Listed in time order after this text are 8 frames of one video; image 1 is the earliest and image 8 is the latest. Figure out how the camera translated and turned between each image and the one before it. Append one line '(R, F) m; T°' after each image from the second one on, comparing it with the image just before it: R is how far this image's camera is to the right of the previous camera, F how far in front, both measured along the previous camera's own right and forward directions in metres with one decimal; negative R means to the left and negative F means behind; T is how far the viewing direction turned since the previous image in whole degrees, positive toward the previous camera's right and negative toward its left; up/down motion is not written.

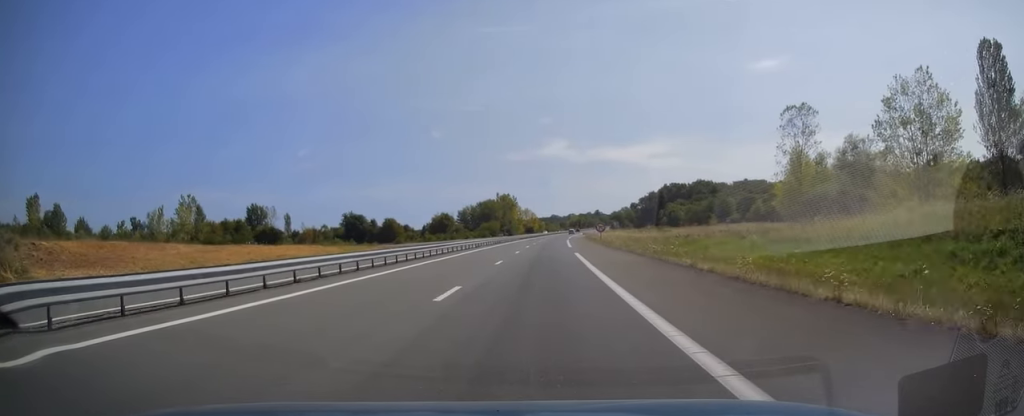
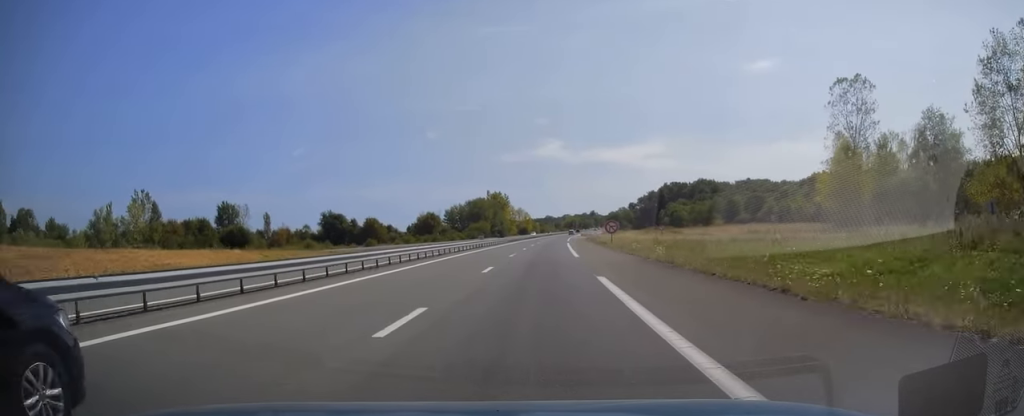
(-0.1, +17.2) m; +1°
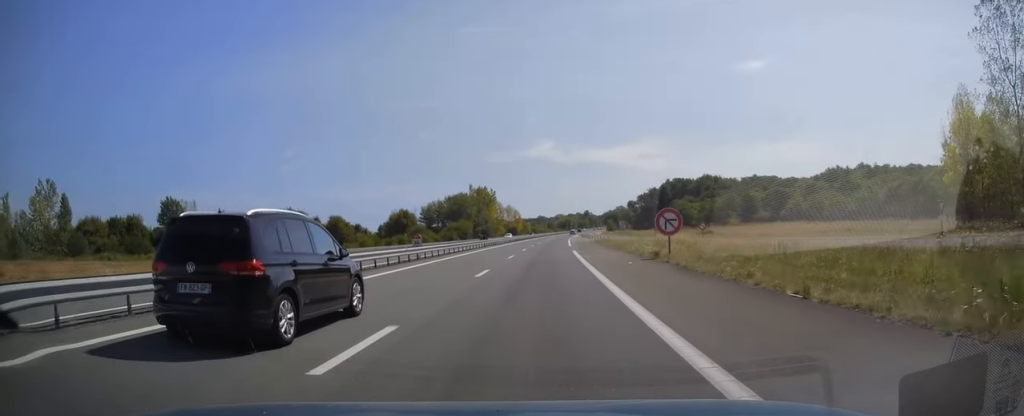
(+0.7, +28.4) m; +1°
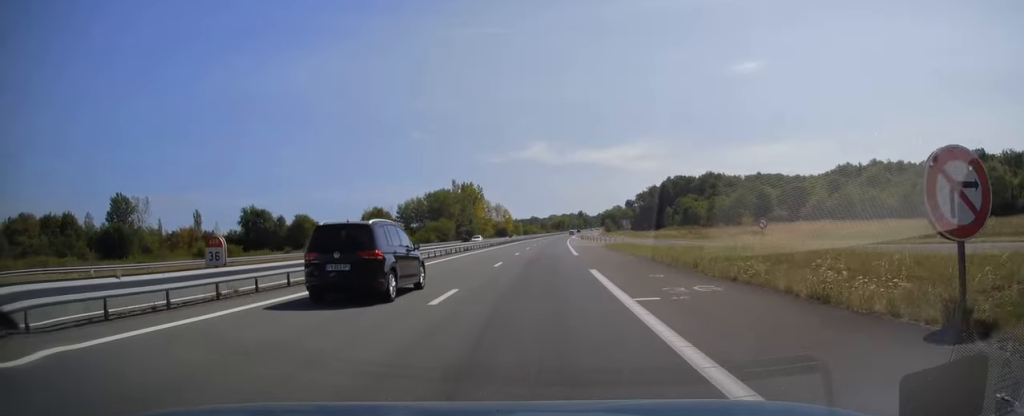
(-0.3, +20.5) m; 0°
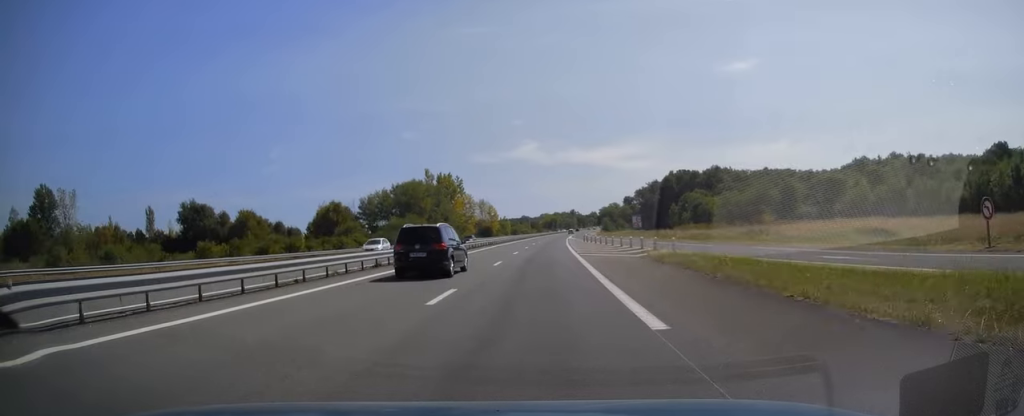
(+0.2, +26.4) m; +1°
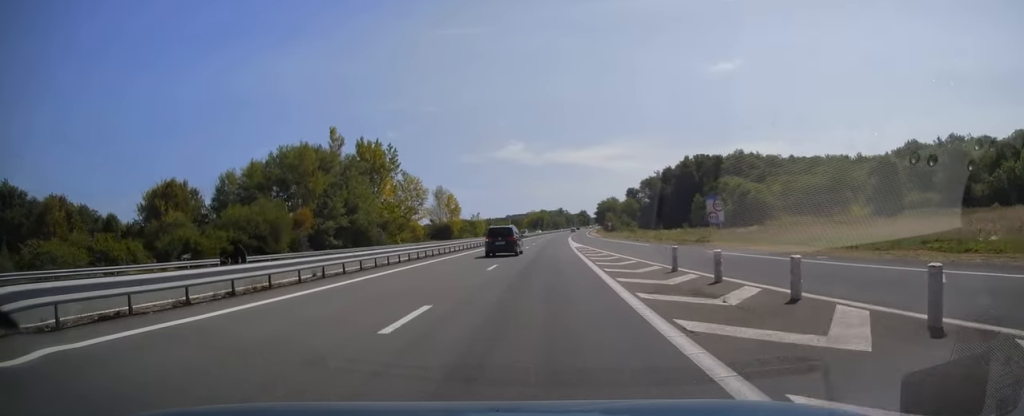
(+1.2, +56.2) m; +1°
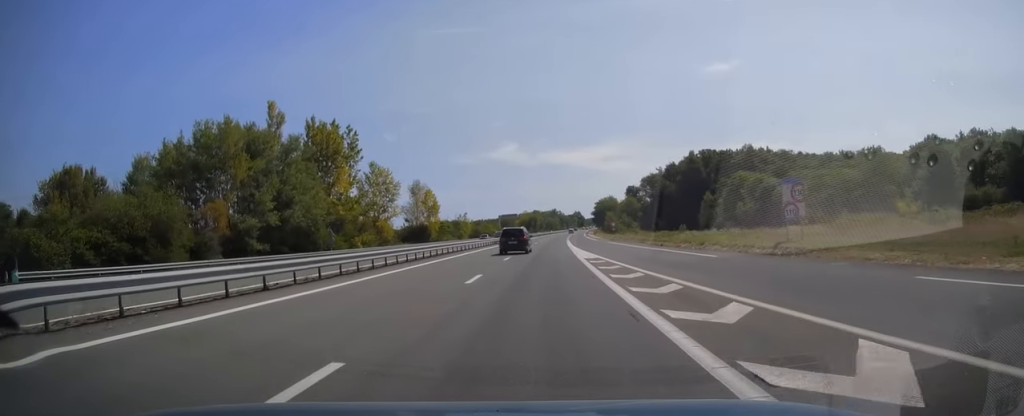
(0.0, +18.1) m; 0°
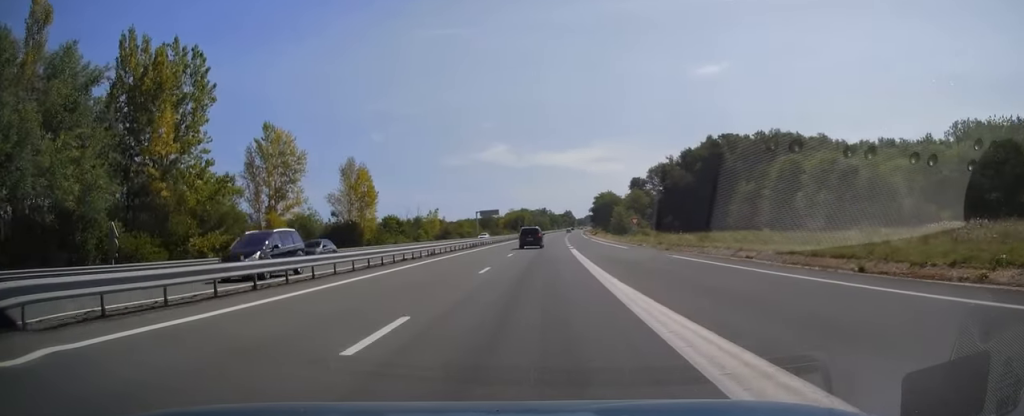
(+0.3, +36.4) m; +1°
